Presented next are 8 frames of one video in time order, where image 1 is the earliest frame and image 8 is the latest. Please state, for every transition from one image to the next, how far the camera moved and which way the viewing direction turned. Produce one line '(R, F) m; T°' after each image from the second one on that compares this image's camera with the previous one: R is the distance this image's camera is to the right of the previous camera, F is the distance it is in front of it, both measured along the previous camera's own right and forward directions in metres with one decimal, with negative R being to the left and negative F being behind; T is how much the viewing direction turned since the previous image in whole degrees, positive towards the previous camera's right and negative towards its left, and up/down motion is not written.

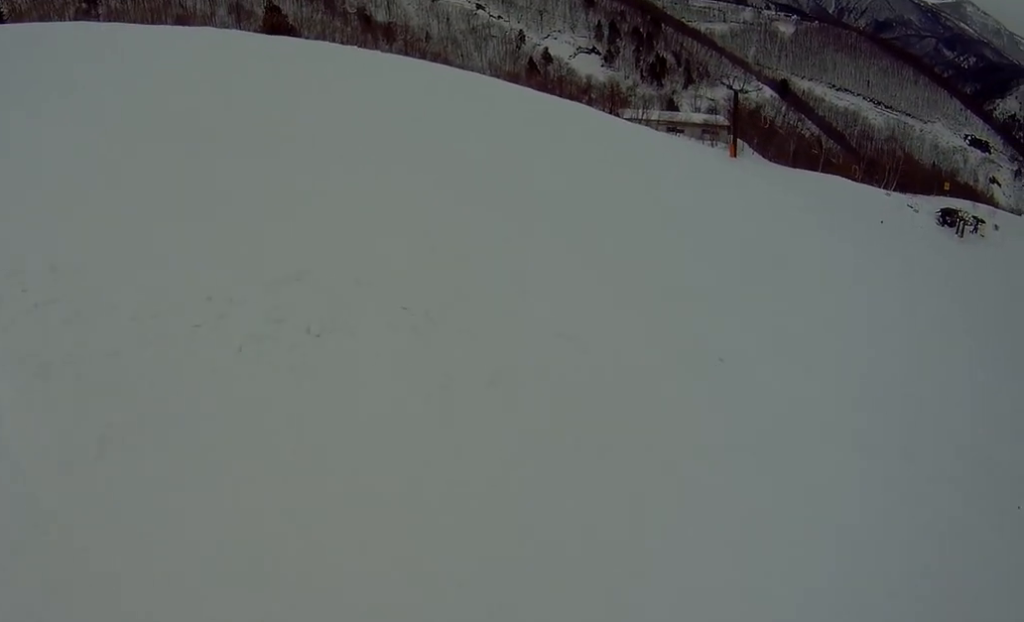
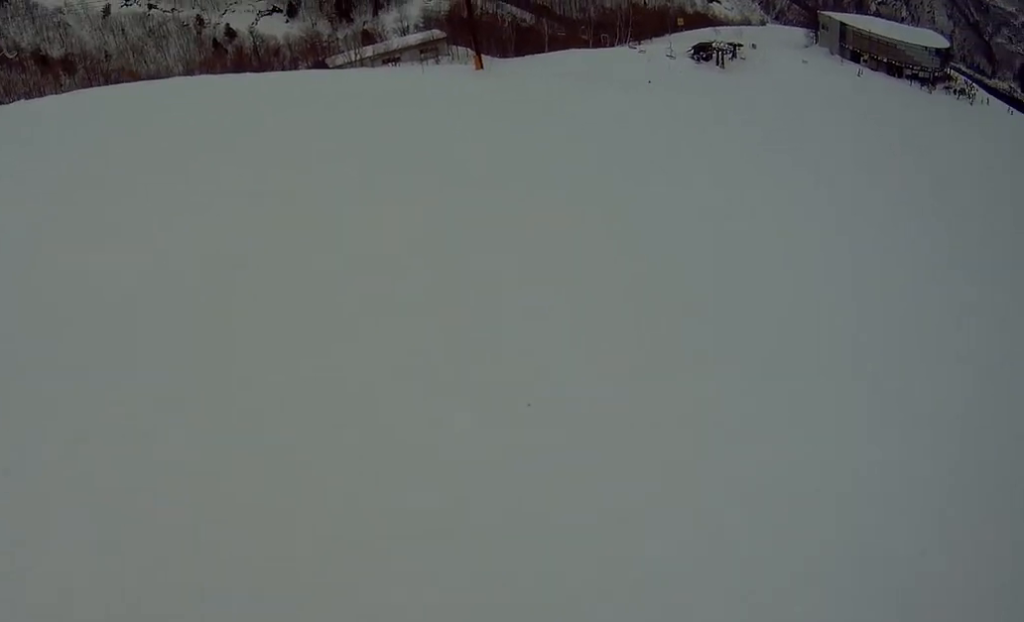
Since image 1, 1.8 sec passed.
(+1.6, +7.8) m; +37°
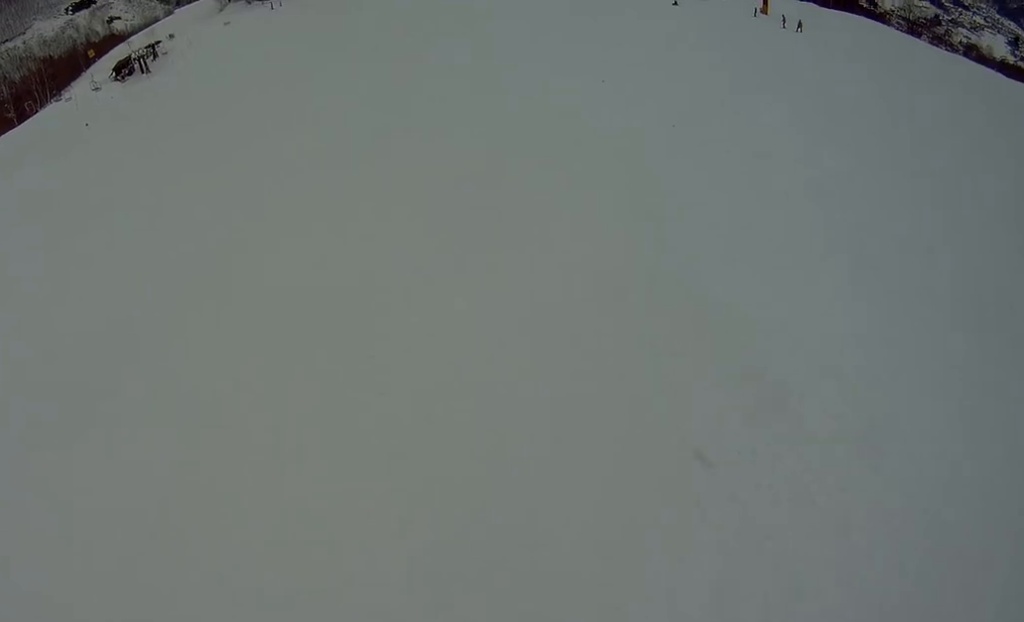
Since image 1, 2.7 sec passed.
(+0.8, +4.4) m; +16°
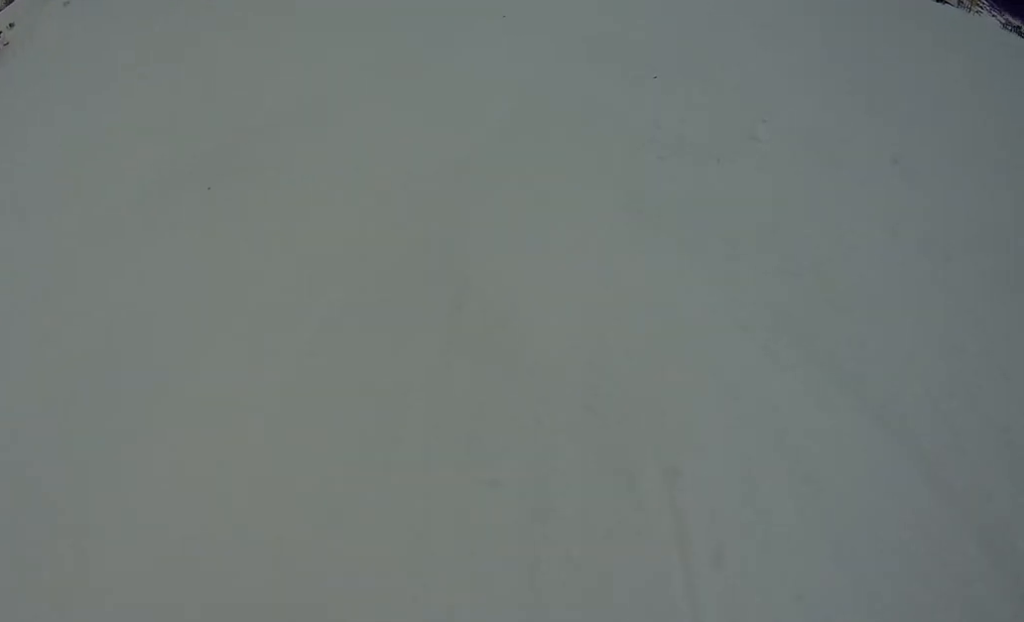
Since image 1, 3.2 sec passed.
(+0.1, +2.2) m; +1°
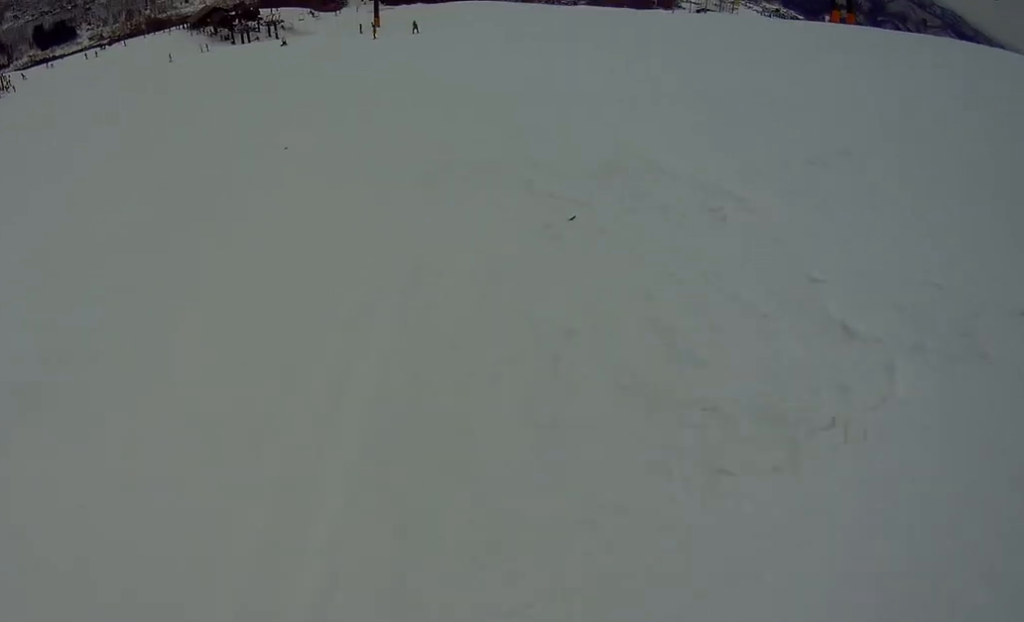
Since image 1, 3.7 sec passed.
(+0.3, +2.0) m; -5°
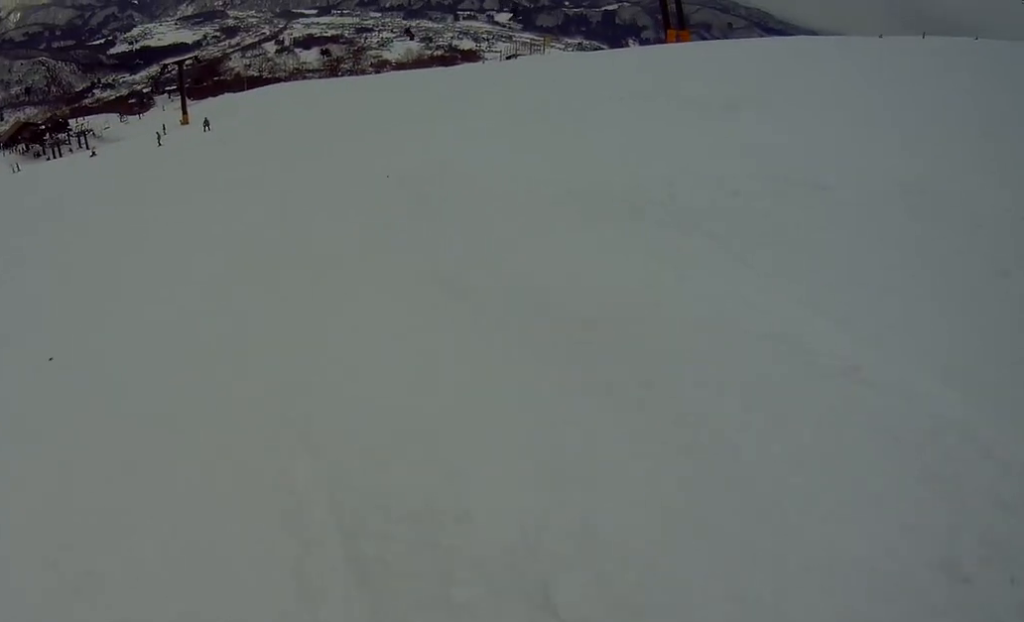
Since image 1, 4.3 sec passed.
(-0.3, +3.0) m; -10°
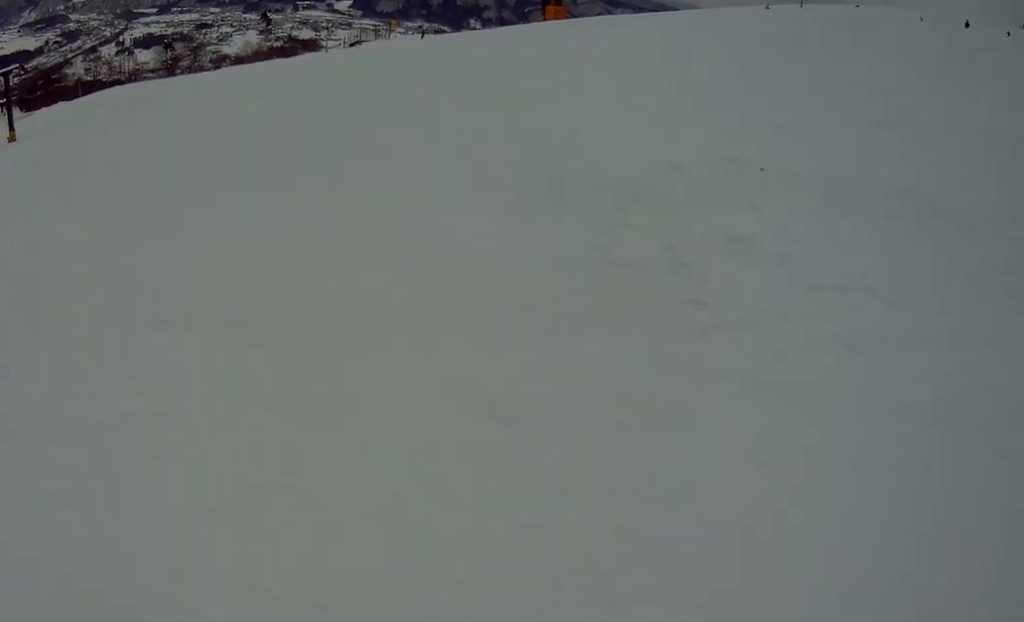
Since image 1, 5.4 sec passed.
(-0.9, +4.6) m; -8°
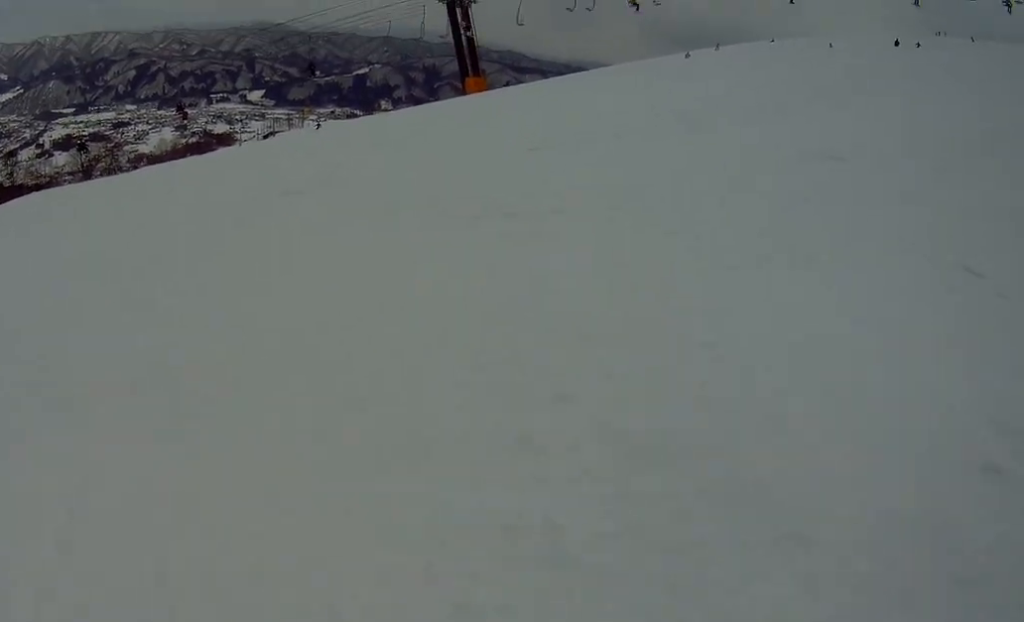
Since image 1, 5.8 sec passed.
(-0.1, +2.0) m; +3°
